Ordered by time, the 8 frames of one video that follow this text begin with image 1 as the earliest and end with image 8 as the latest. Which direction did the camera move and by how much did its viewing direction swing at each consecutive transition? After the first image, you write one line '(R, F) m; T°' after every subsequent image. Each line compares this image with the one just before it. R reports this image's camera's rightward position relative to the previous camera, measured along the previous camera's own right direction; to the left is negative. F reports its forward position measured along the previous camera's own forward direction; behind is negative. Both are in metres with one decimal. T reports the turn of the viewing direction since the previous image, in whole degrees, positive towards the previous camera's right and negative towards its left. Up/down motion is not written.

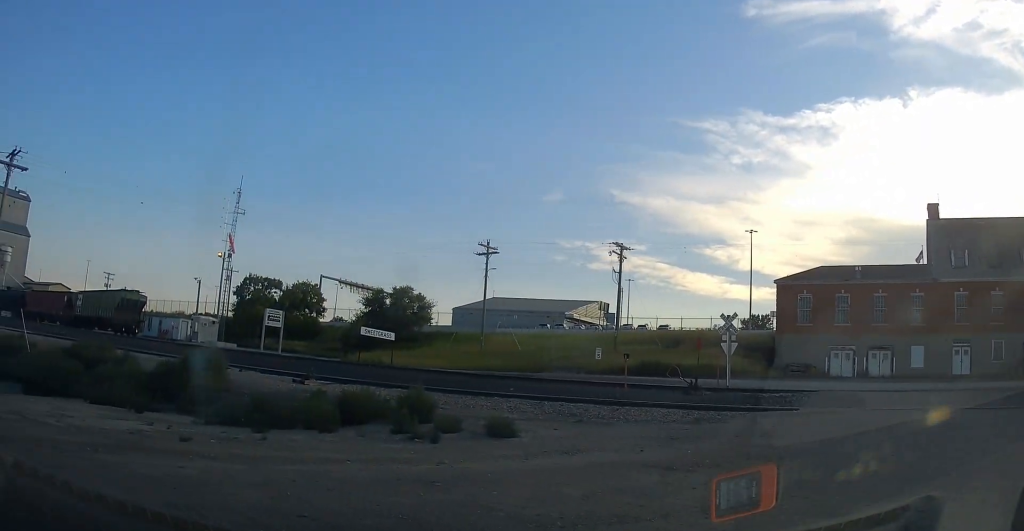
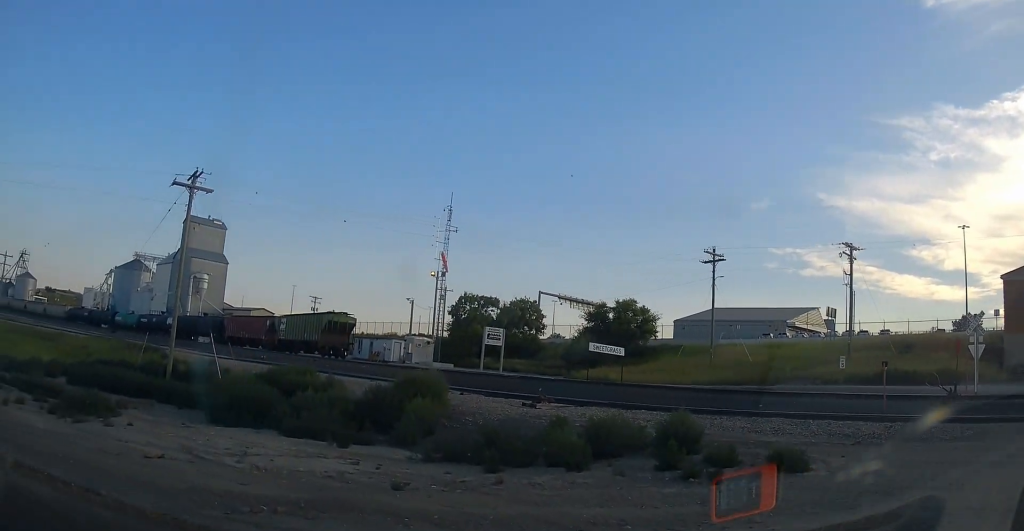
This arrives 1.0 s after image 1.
(-0.8, +2.4) m; -22°
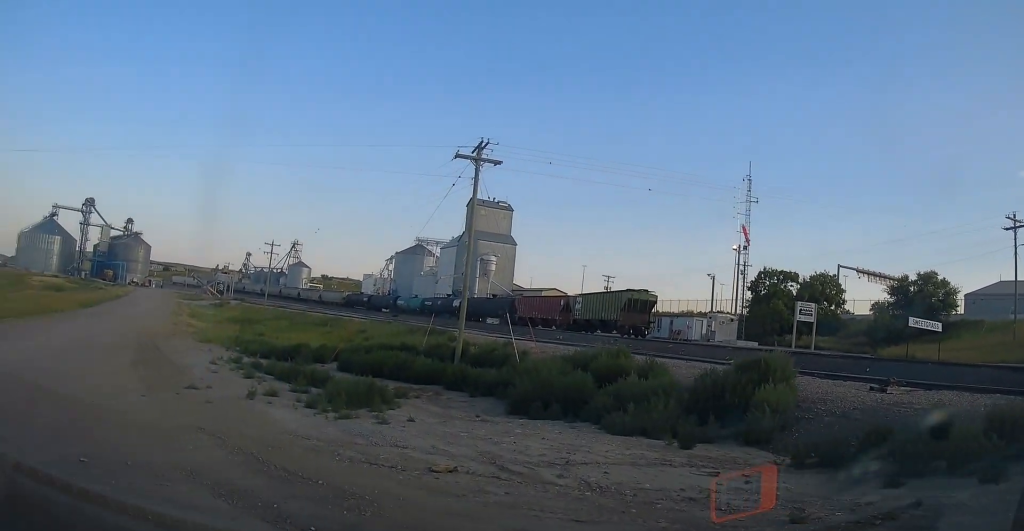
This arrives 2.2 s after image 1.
(-0.2, +3.2) m; -16°
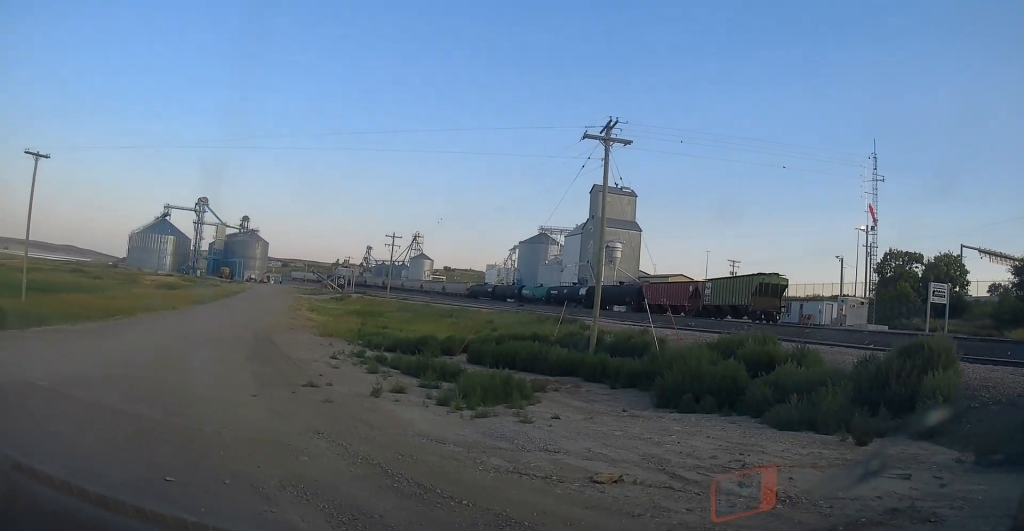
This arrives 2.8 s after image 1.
(+0.2, +1.3) m; -13°
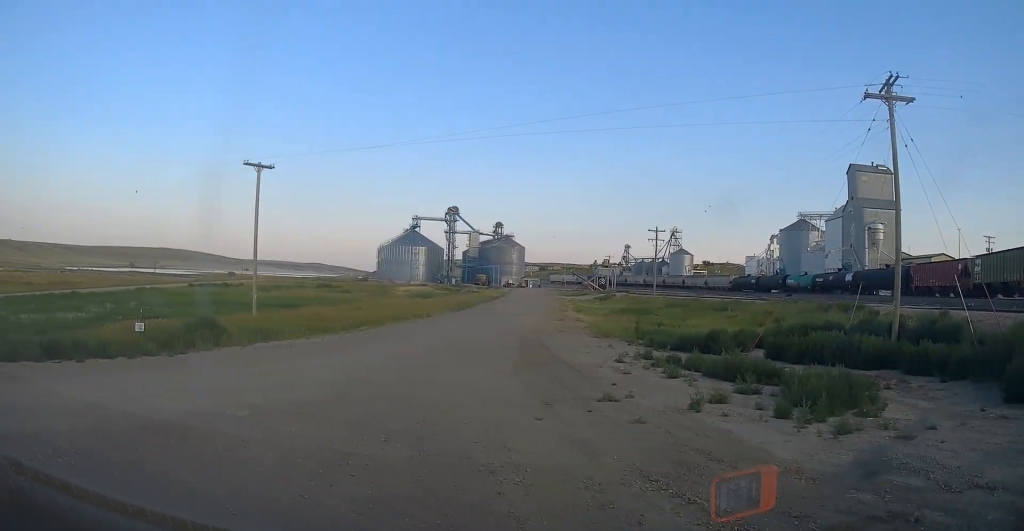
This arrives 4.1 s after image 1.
(-1.4, +3.3) m; -27°
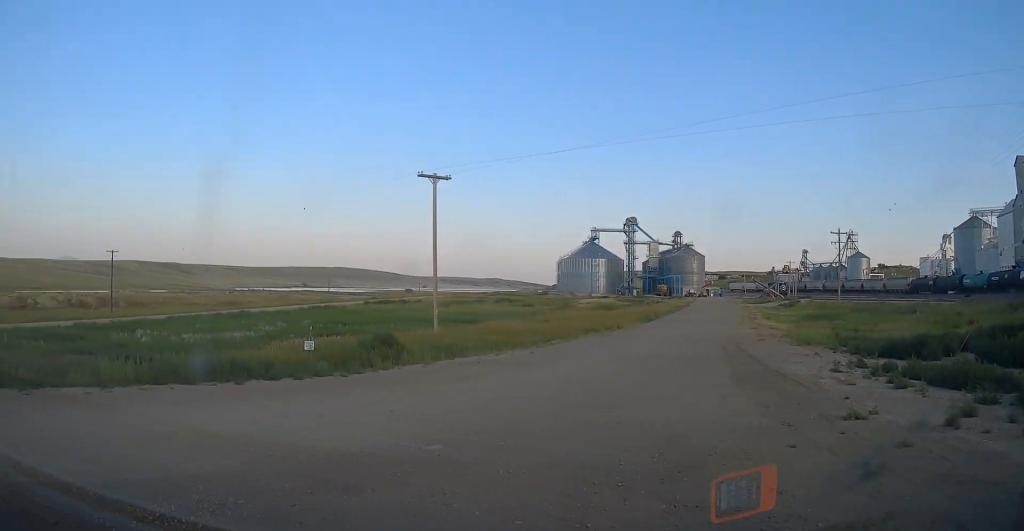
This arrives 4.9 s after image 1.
(0.0, +2.3) m; -14°
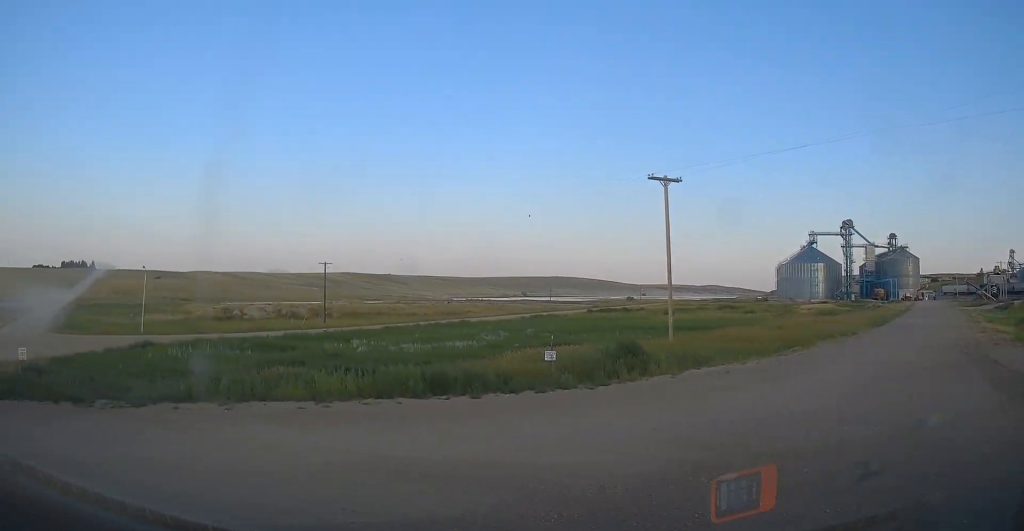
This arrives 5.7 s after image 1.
(-0.4, +2.0) m; -24°
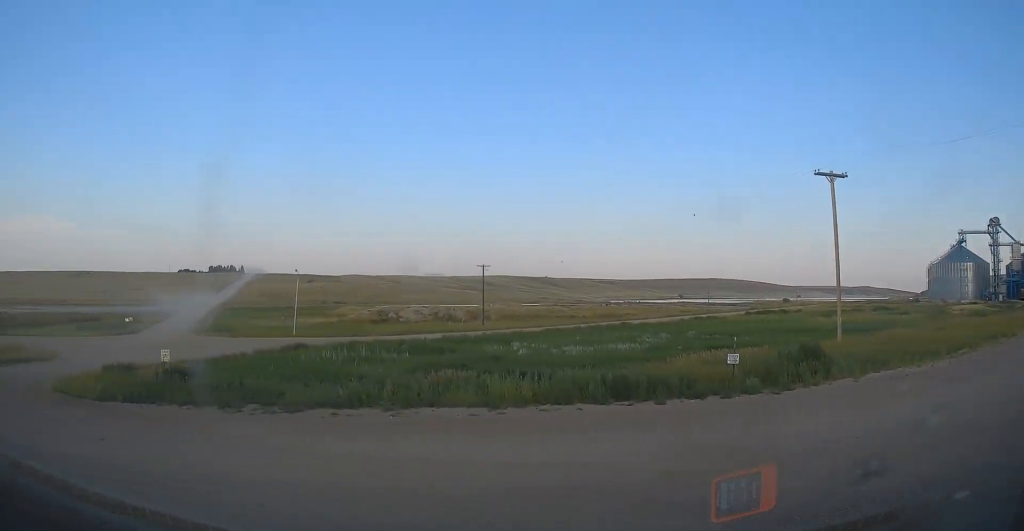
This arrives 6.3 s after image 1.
(-0.3, +1.2) m; -13°
